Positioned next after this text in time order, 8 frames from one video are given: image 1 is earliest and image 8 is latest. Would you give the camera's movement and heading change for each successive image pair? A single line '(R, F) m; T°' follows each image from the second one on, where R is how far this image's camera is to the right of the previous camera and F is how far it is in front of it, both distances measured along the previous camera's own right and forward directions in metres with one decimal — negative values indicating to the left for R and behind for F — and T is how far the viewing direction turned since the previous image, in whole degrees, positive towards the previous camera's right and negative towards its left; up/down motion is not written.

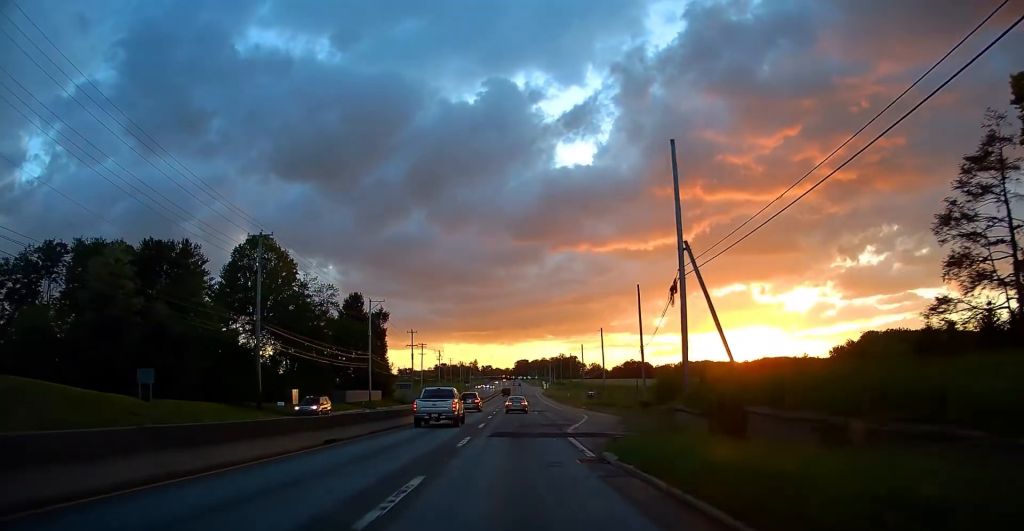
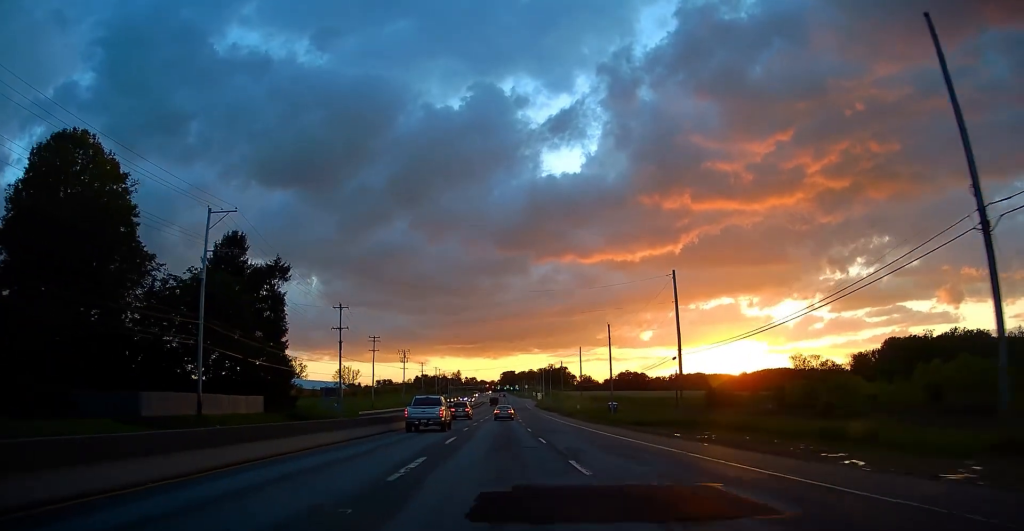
(+0.2, +57.5) m; 0°
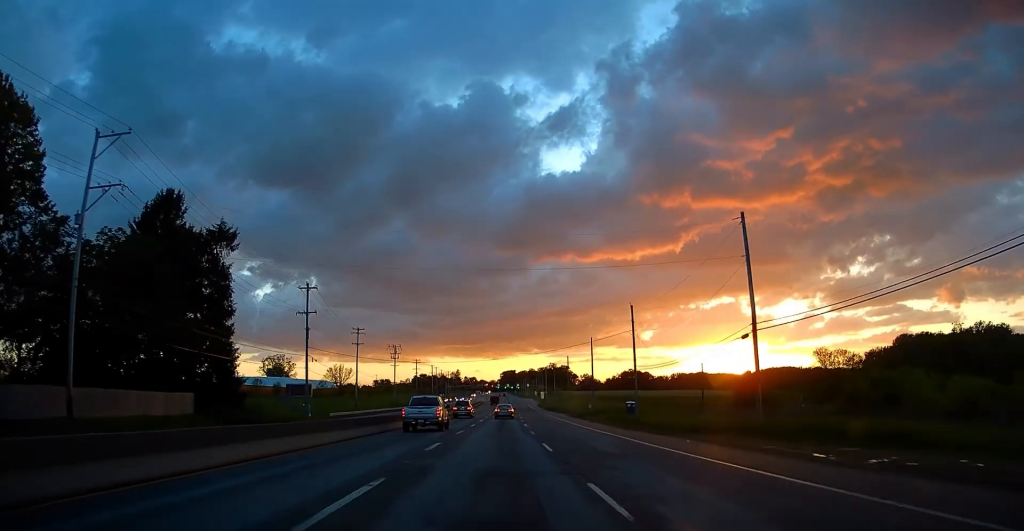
(0.0, +17.0) m; 0°
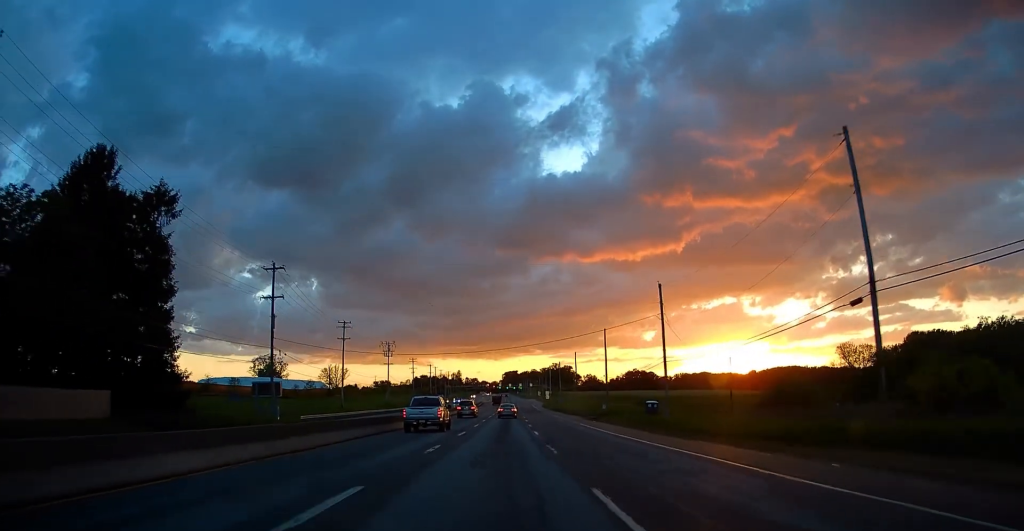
(0.0, +13.3) m; 0°
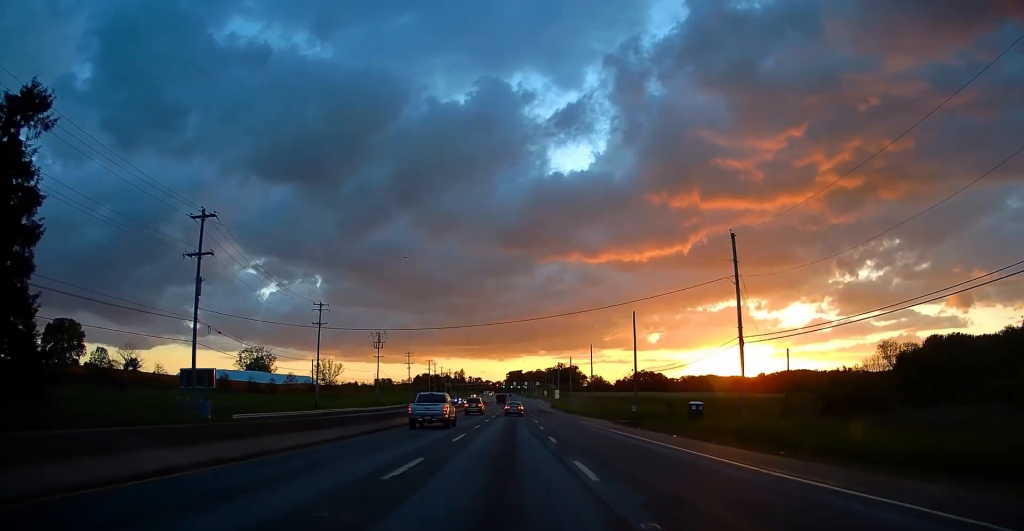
(0.0, +19.5) m; 0°
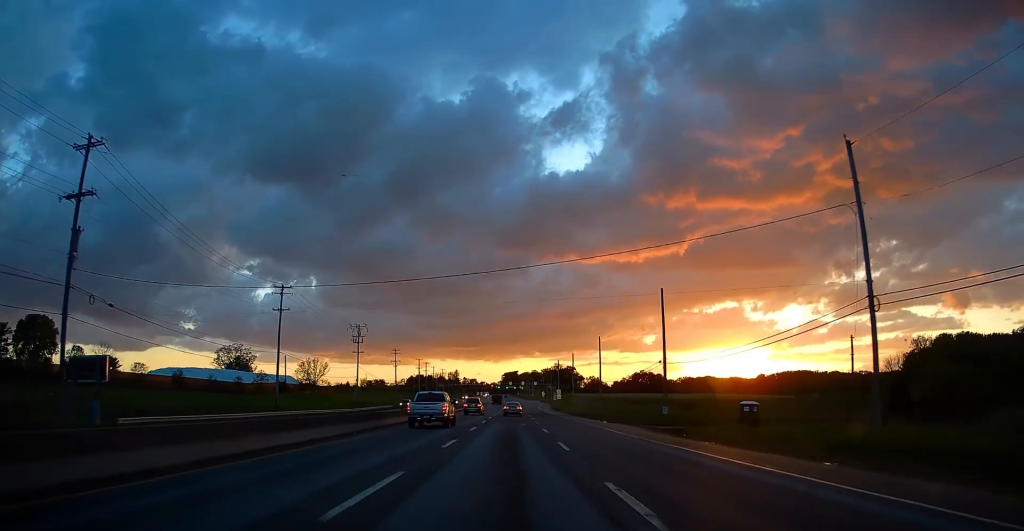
(+0.1, +16.8) m; +1°
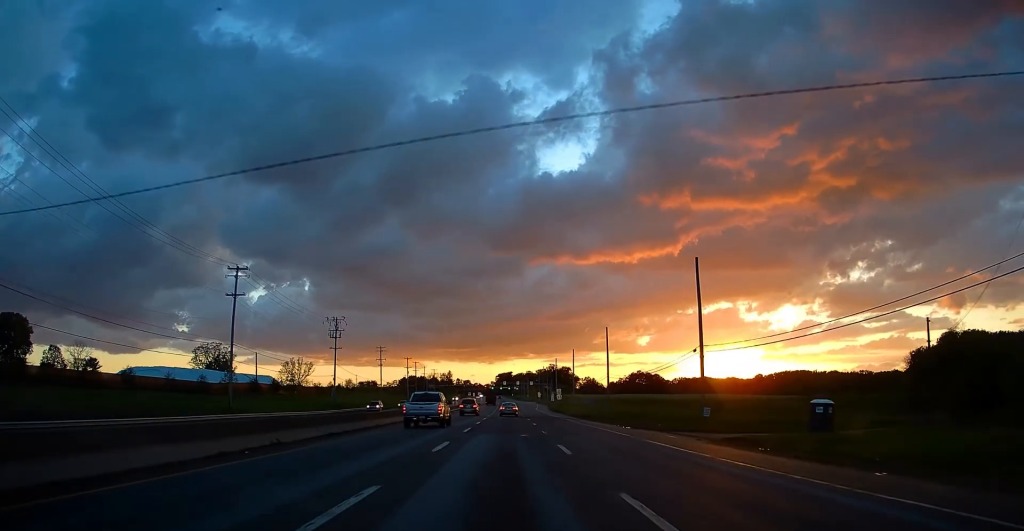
(0.0, +13.8) m; 0°
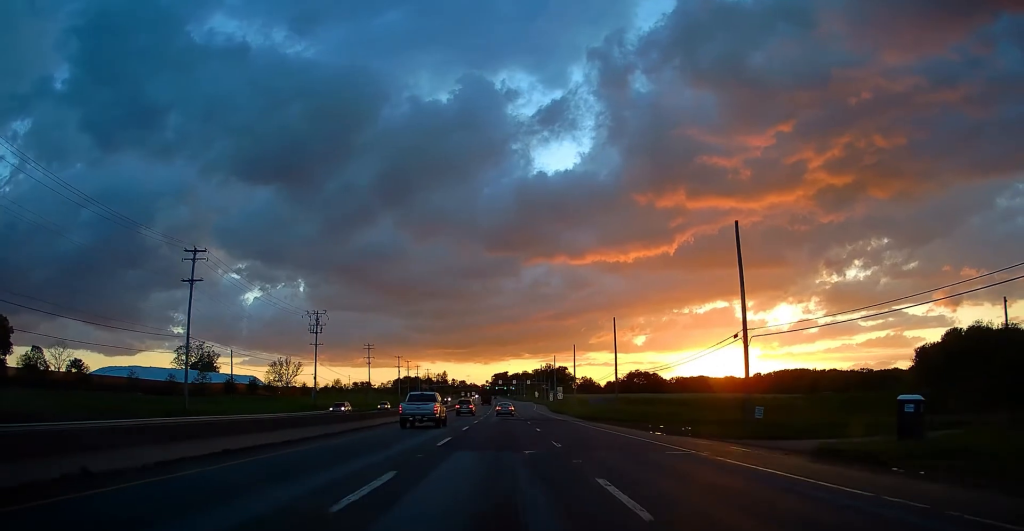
(0.0, +10.2) m; 0°
